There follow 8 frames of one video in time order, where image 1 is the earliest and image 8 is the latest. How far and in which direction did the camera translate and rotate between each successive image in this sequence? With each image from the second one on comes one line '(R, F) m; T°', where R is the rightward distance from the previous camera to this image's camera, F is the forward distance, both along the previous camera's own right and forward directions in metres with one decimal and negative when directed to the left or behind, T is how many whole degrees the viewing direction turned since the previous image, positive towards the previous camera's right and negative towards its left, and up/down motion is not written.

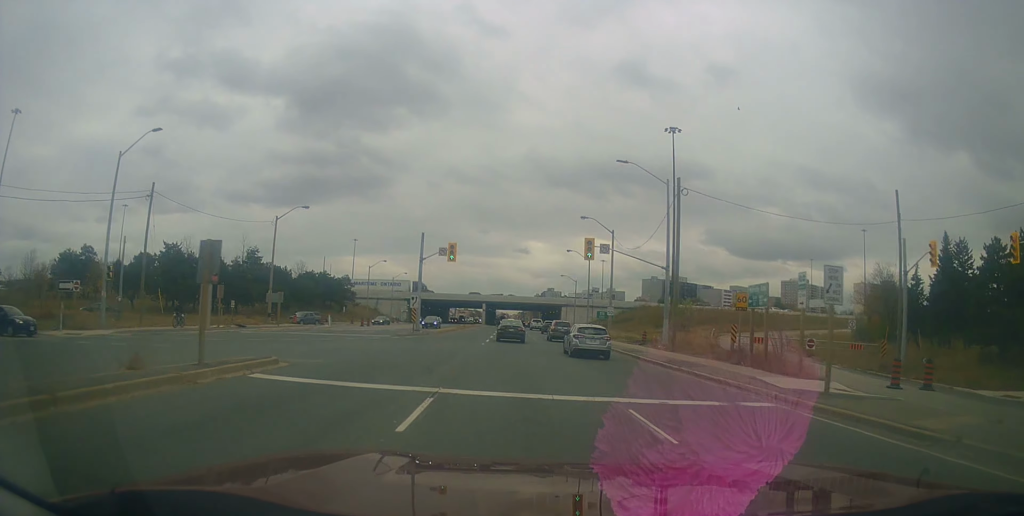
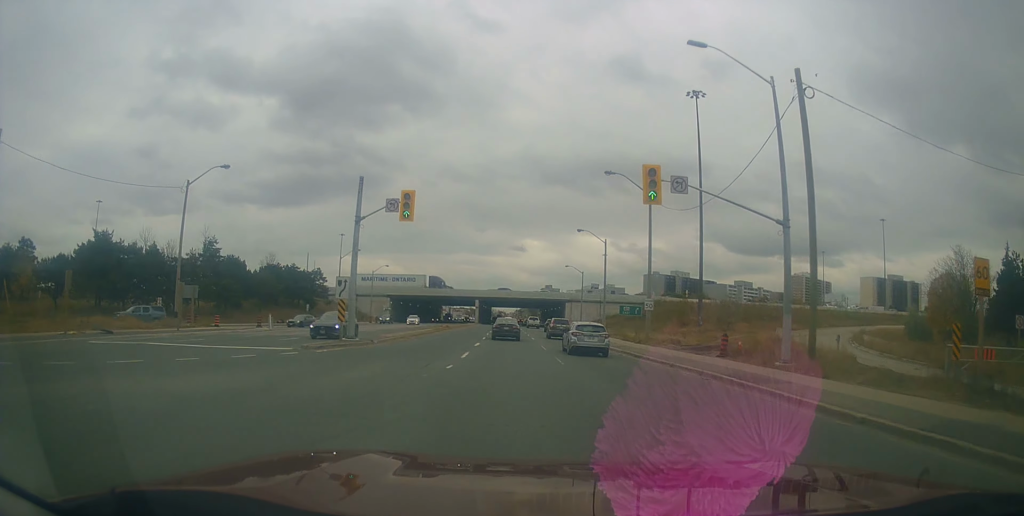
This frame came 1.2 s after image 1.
(0.0, +16.3) m; +1°
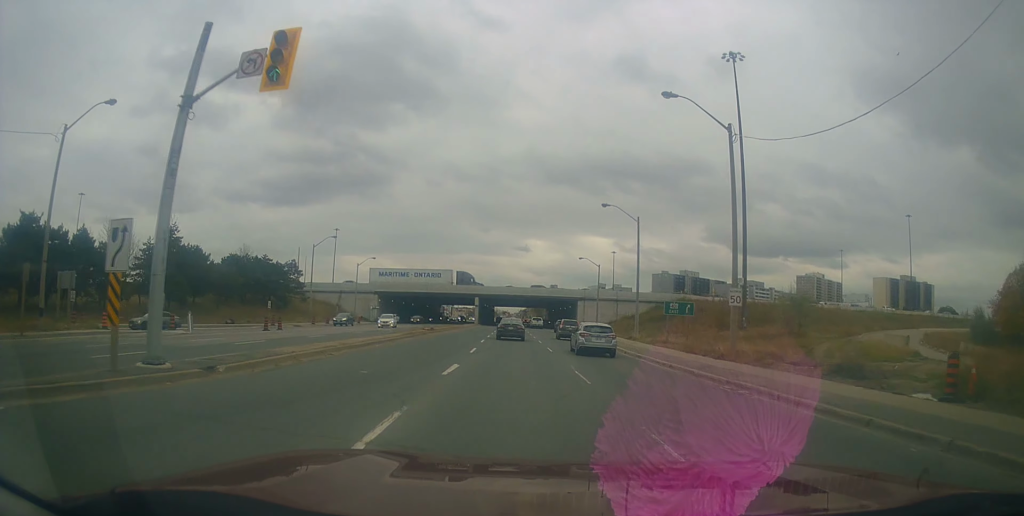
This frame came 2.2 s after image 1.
(0.0, +14.2) m; 0°
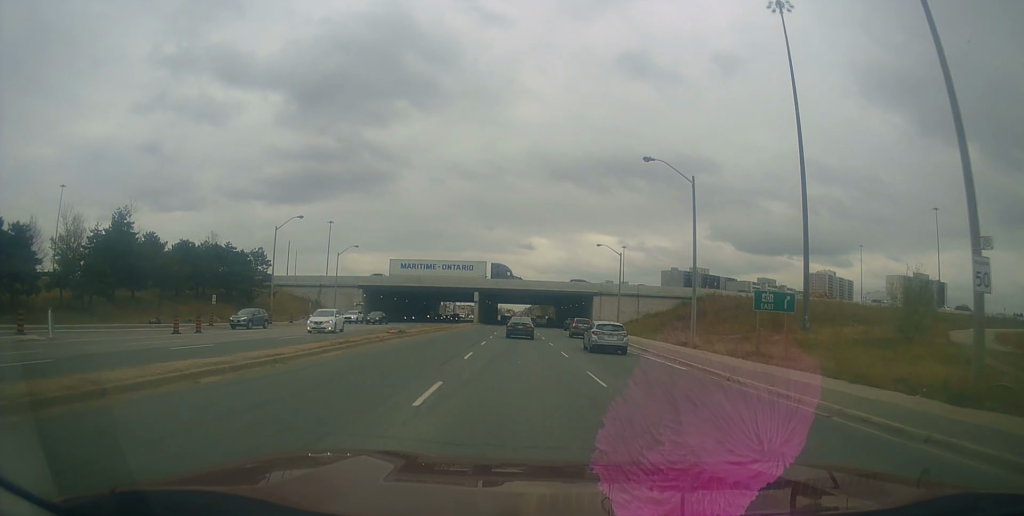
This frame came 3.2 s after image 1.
(0.0, +14.2) m; 0°
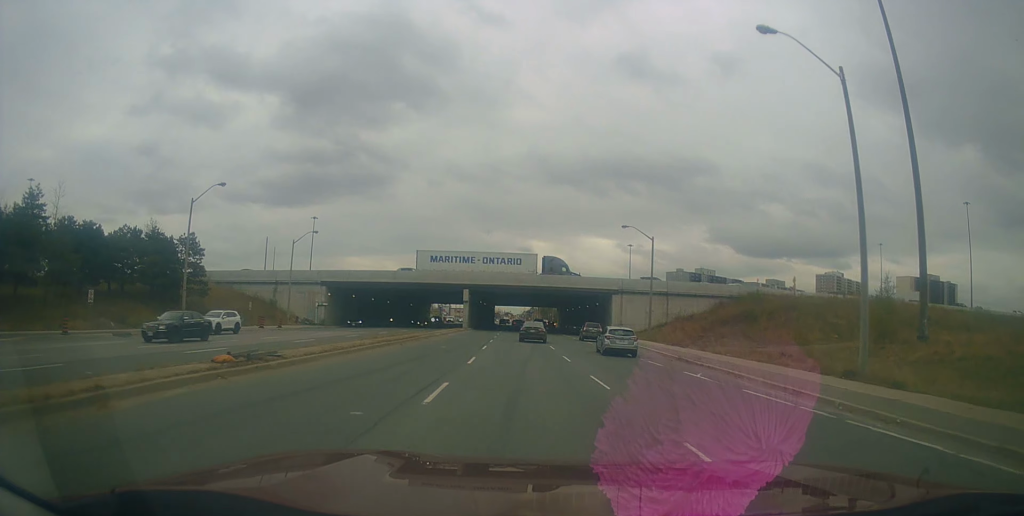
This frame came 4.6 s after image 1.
(-0.2, +18.2) m; -1°
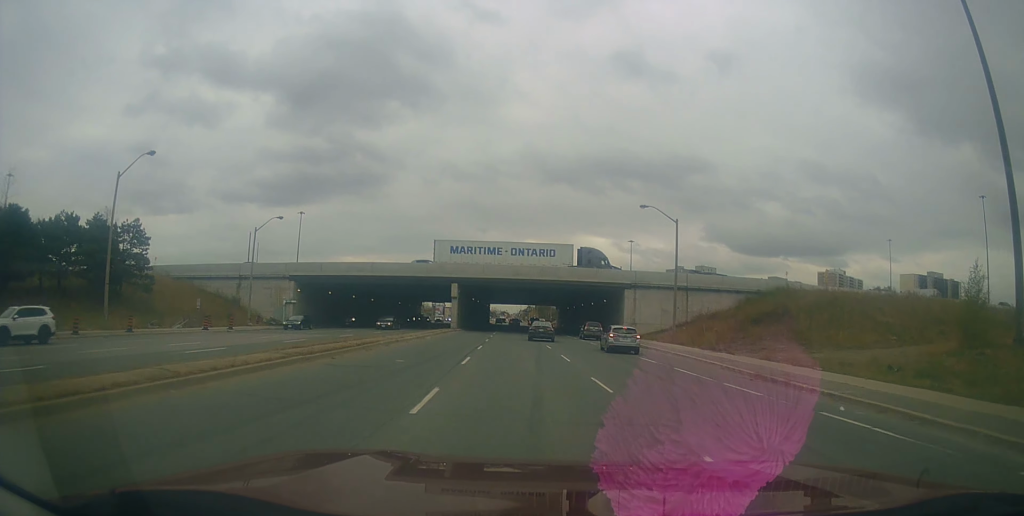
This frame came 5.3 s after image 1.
(+0.1, +10.1) m; +1°
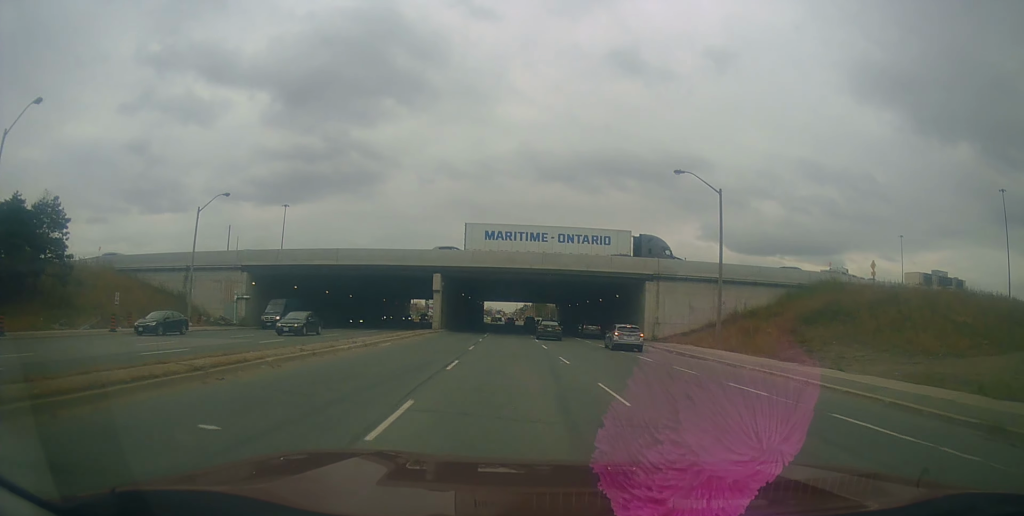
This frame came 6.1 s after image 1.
(0.0, +11.6) m; +1°
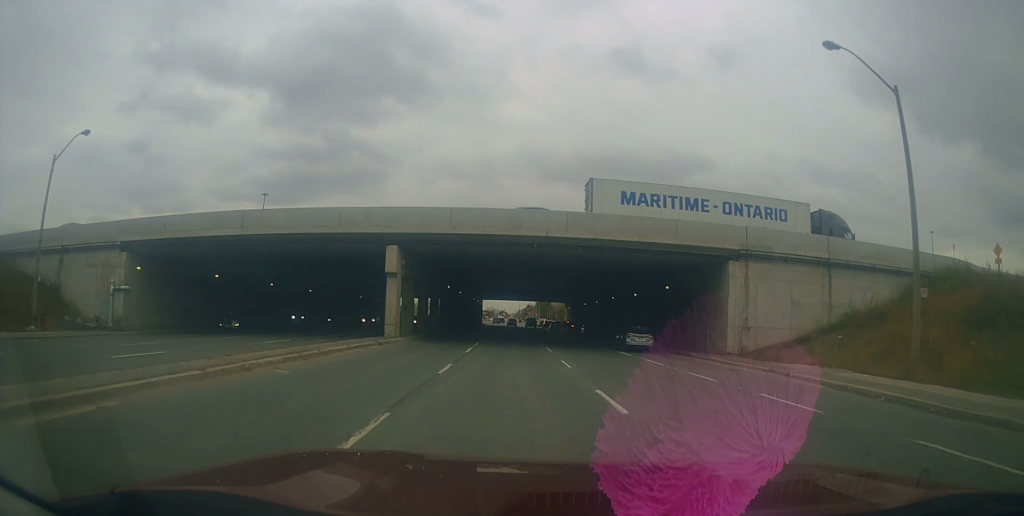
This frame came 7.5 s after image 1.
(+0.2, +20.1) m; 0°
